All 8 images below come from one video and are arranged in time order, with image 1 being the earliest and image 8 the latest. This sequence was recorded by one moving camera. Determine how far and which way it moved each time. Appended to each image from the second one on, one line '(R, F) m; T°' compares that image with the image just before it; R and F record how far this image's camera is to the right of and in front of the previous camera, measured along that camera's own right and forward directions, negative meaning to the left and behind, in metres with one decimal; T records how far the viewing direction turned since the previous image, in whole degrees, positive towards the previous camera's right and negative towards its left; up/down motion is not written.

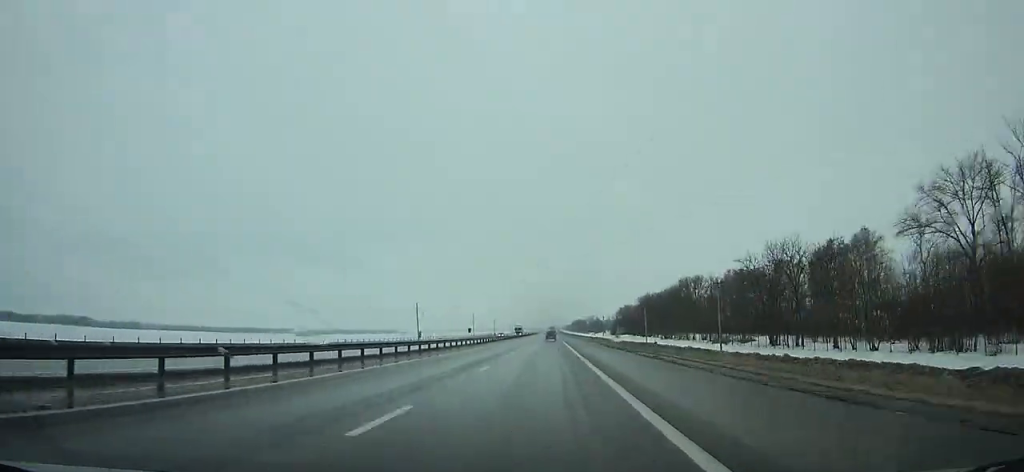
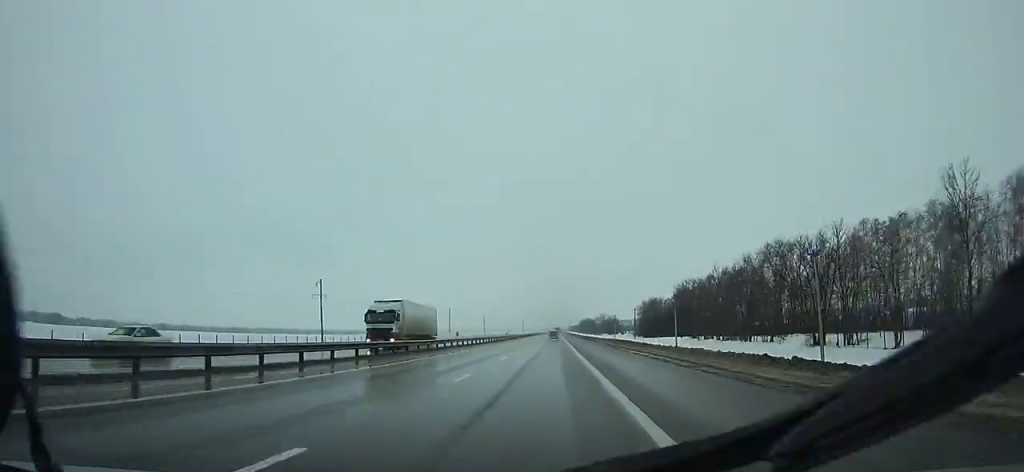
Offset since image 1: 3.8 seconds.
(+0.2, +89.3) m; 0°
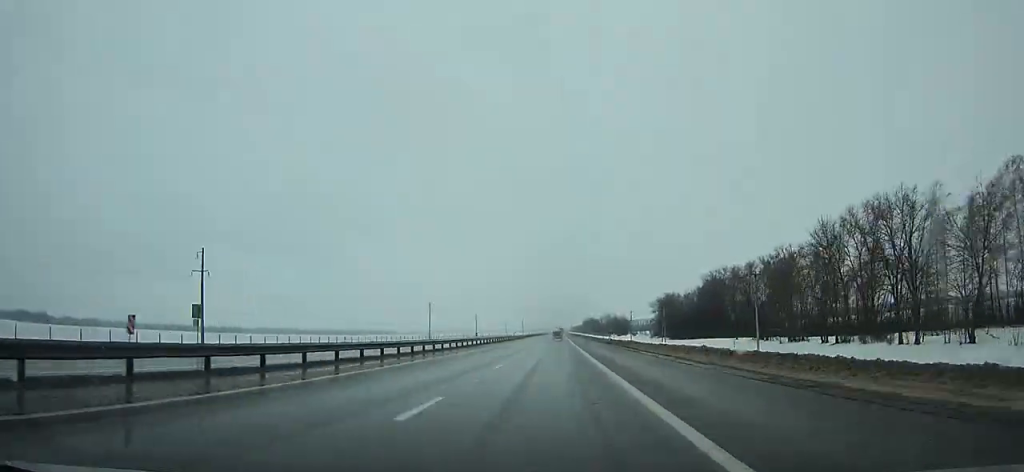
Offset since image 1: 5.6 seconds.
(-0.1, +42.6) m; 0°
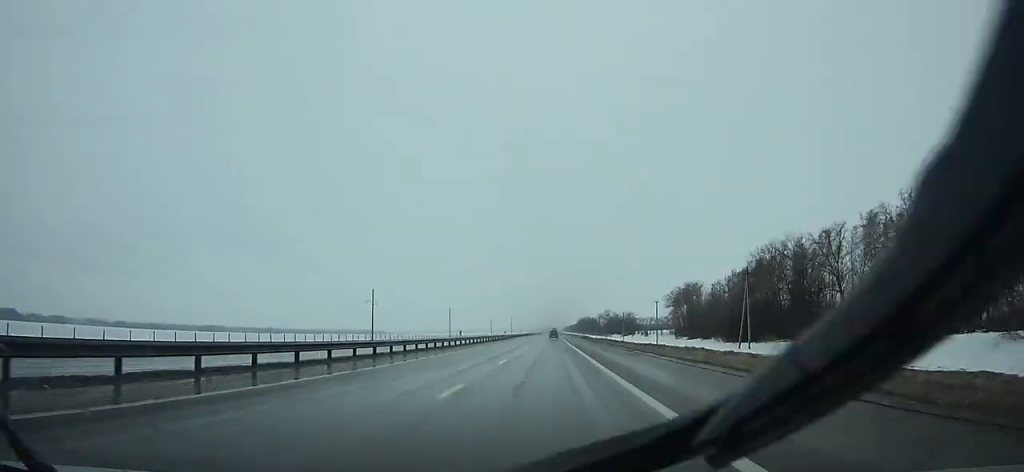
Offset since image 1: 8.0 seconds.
(0.0, +56.8) m; 0°
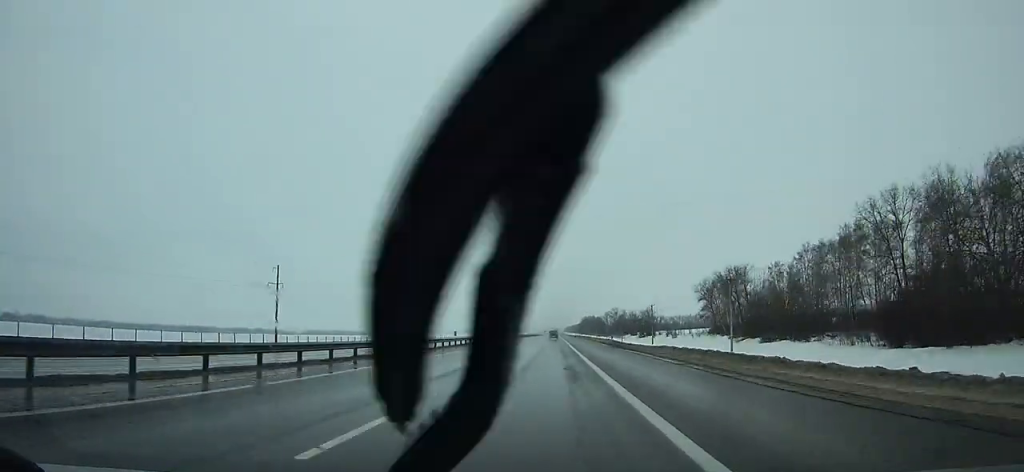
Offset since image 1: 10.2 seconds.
(+0.3, +51.8) m; 0°
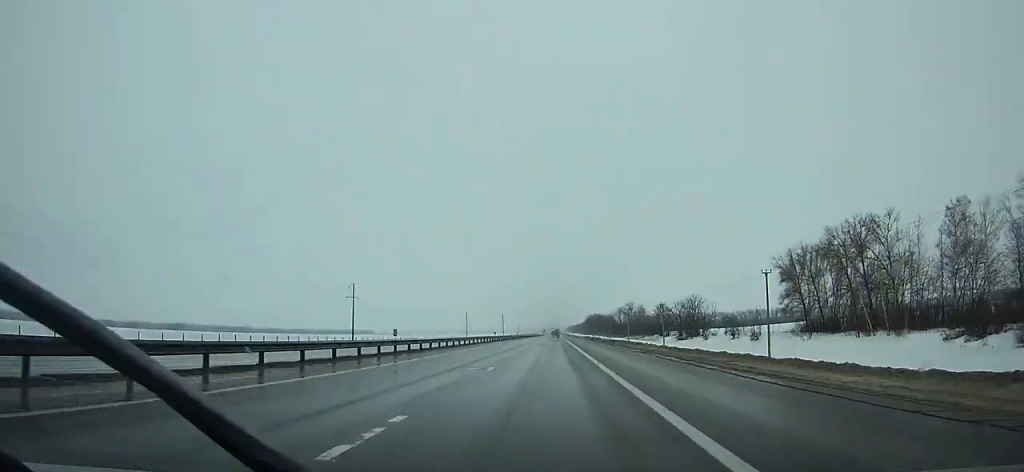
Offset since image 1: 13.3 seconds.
(-0.4, +72.1) m; 0°
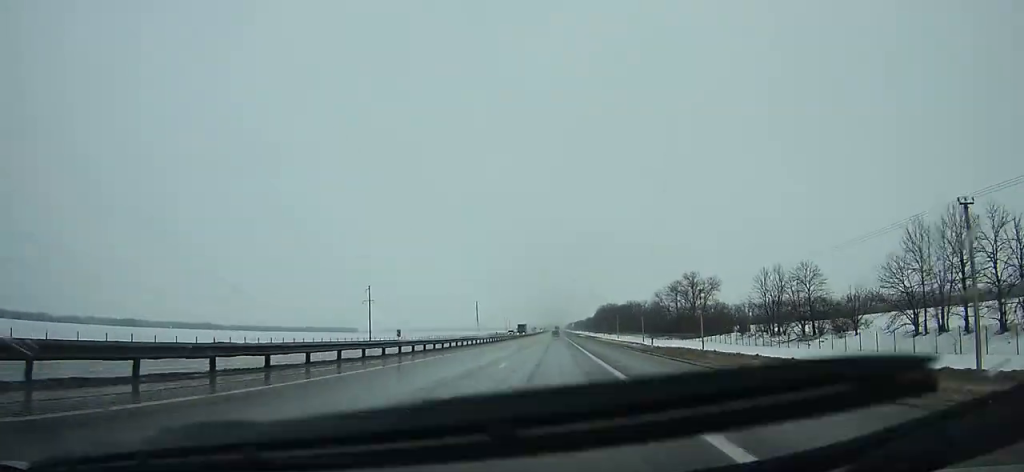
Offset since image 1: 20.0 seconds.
(+1.0, +153.0) m; +1°
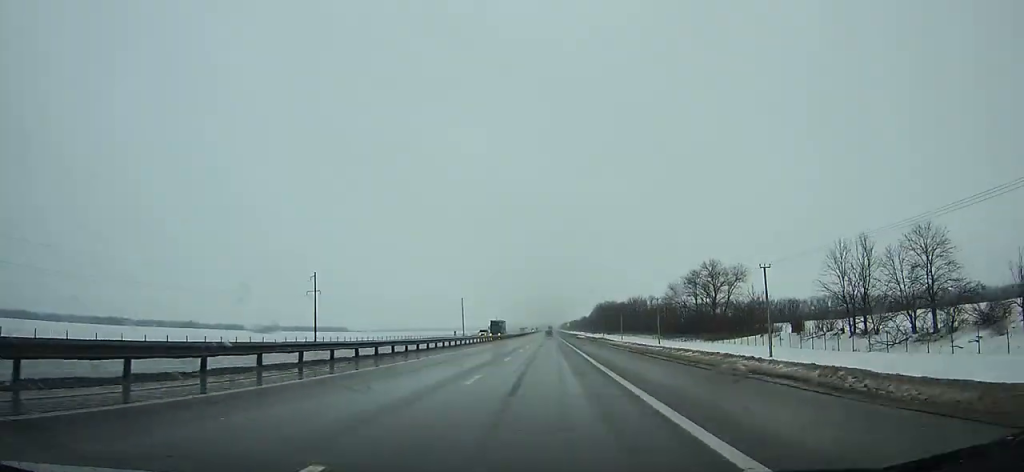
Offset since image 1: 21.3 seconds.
(+0.2, +29.6) m; 0°
